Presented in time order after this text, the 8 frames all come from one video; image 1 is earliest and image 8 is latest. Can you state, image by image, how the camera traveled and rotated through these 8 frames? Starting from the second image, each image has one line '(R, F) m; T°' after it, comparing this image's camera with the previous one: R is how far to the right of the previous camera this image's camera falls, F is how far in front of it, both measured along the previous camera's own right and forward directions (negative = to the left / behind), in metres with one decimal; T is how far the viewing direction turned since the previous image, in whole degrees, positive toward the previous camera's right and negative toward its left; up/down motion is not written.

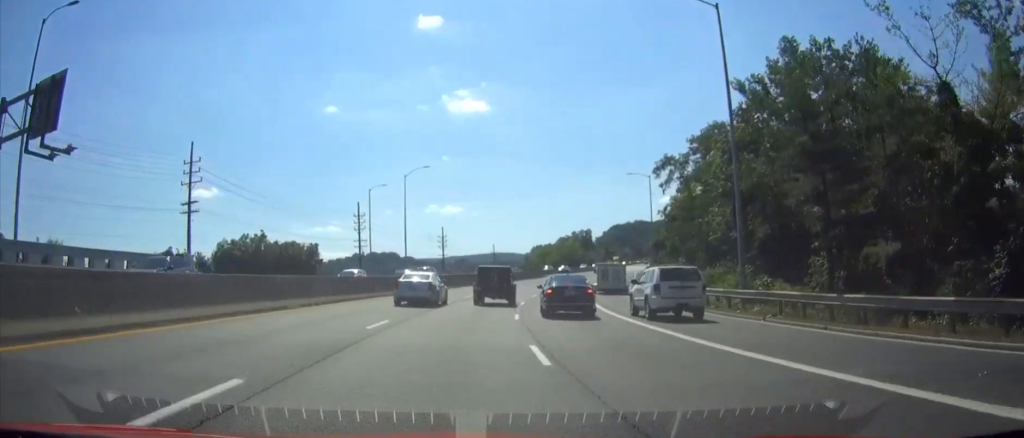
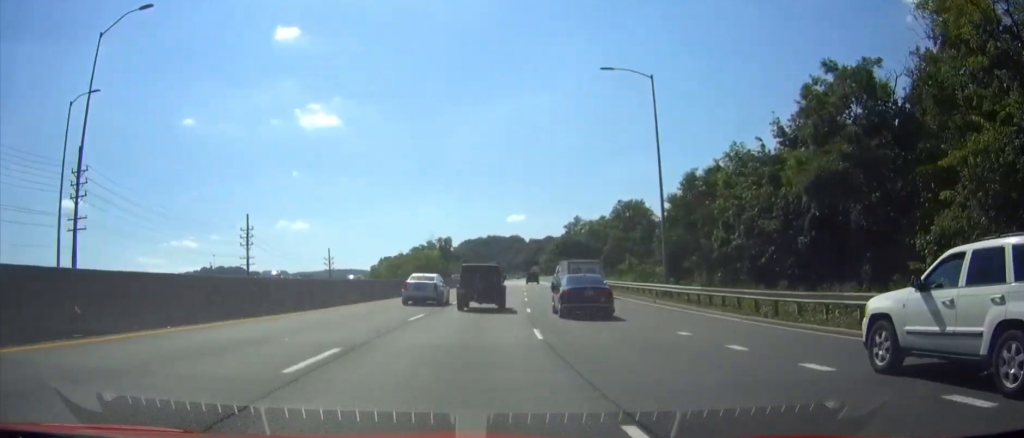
(+6.3, +54.9) m; +13°
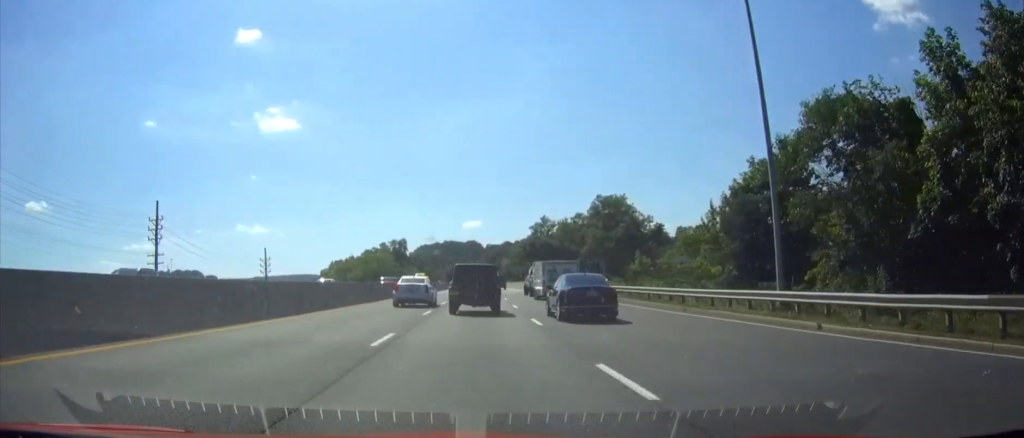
(+0.7, +19.7) m; +3°
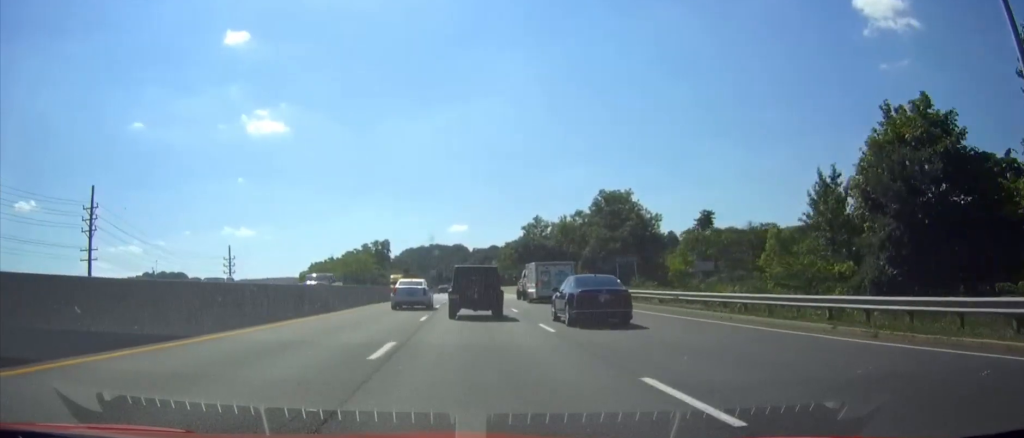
(+0.2, +13.6) m; +1°
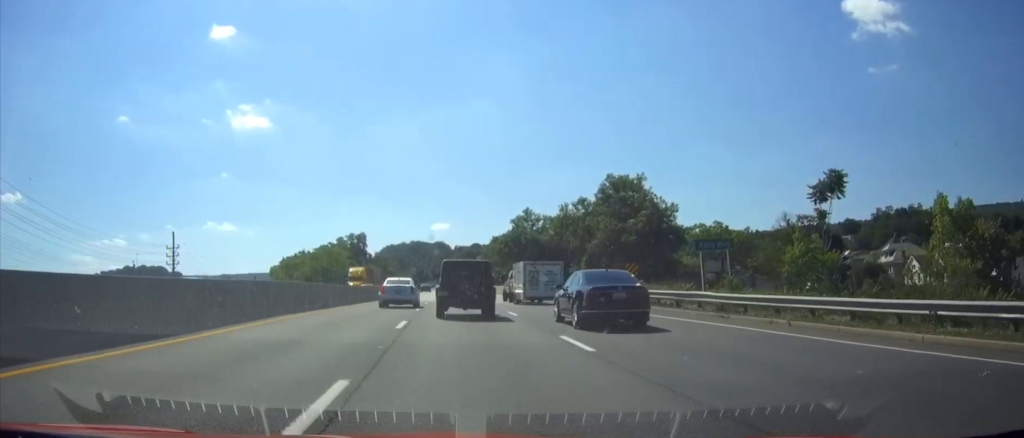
(+0.1, +17.4) m; +1°
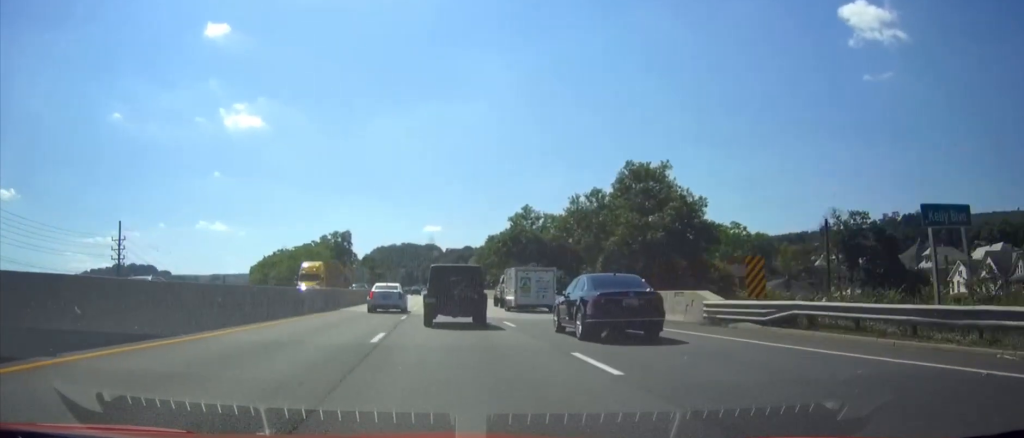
(+0.3, +14.9) m; +1°
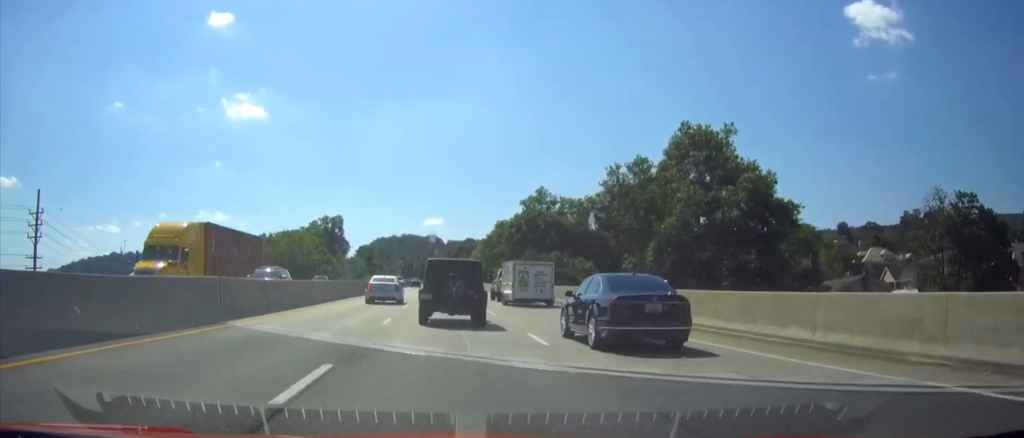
(0.0, +19.7) m; 0°
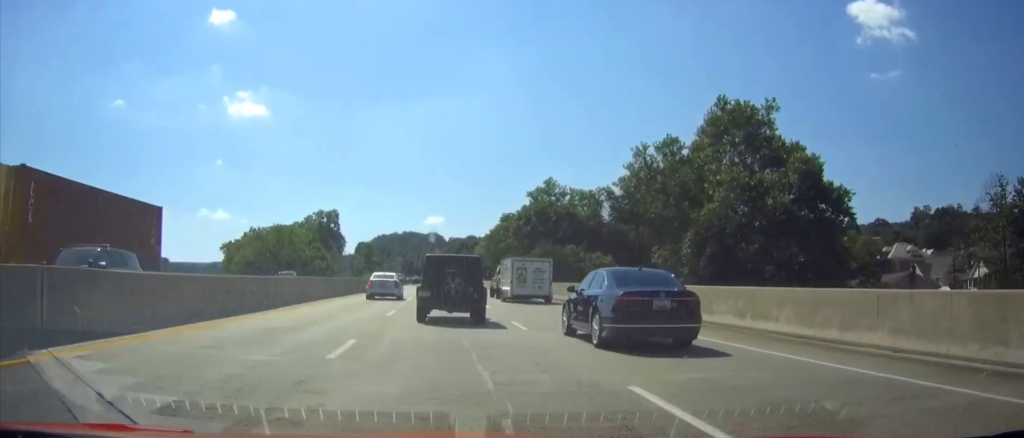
(0.0, +9.4) m; 0°
